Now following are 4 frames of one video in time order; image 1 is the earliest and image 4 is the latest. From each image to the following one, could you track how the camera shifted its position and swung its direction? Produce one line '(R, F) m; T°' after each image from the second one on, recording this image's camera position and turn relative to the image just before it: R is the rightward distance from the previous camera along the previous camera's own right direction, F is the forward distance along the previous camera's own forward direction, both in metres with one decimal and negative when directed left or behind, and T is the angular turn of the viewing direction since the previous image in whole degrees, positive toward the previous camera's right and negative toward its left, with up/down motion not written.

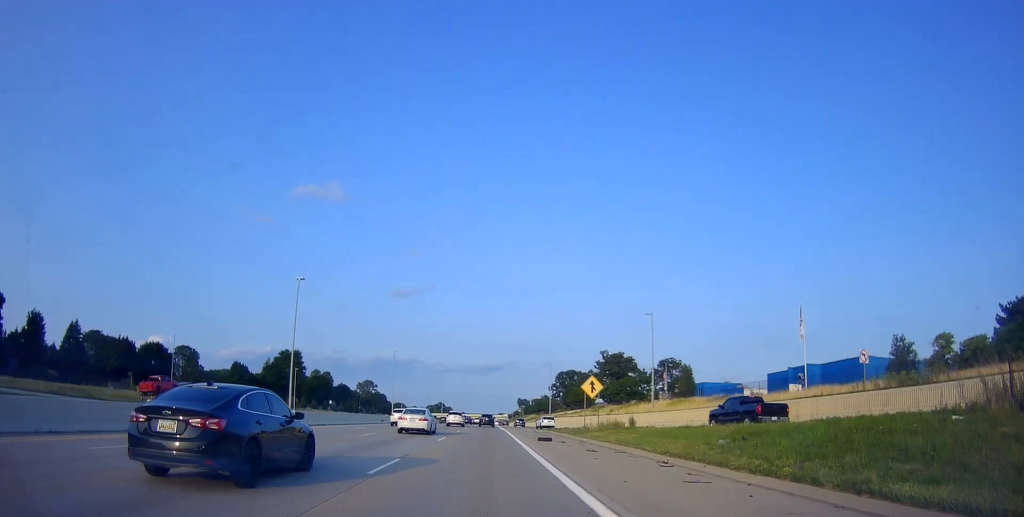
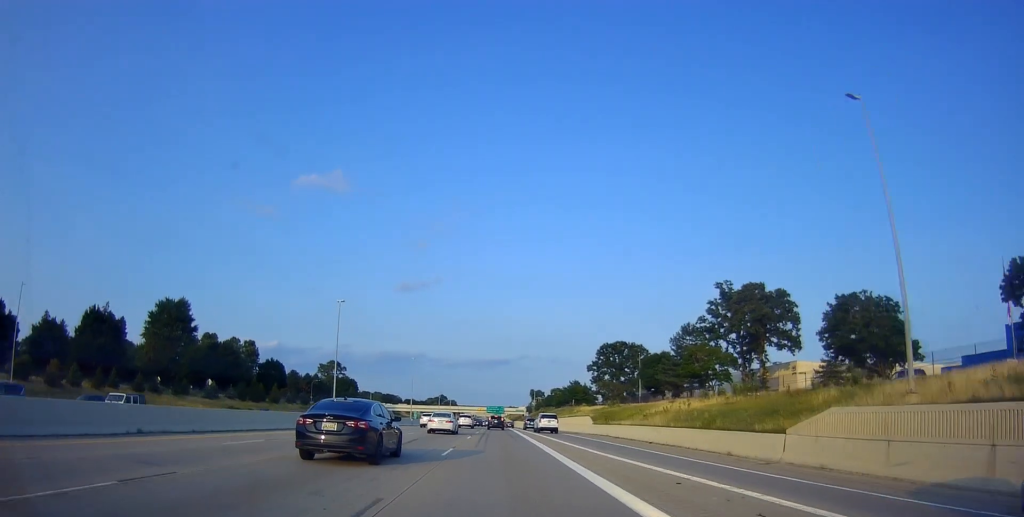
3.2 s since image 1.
(-0.1, +101.1) m; 0°
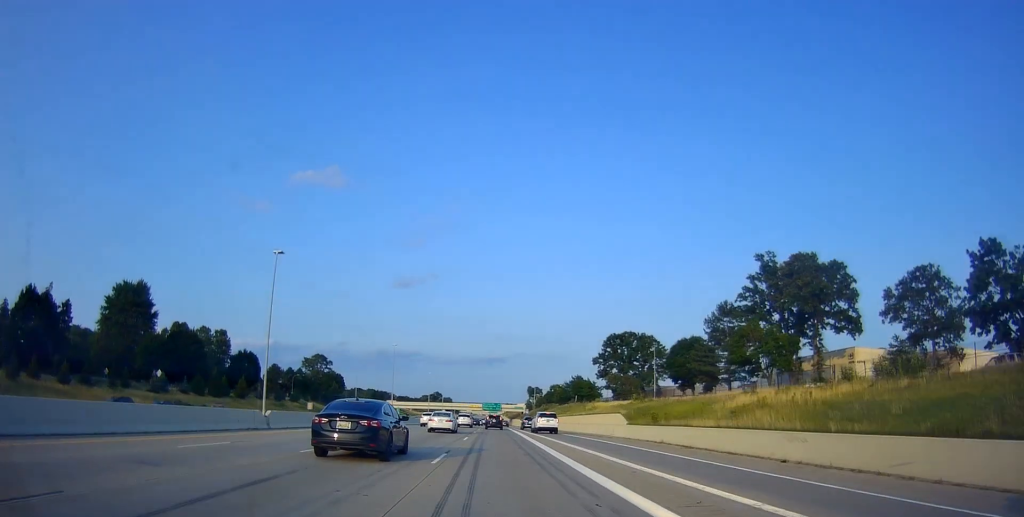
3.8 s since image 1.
(0.0, +18.6) m; -1°
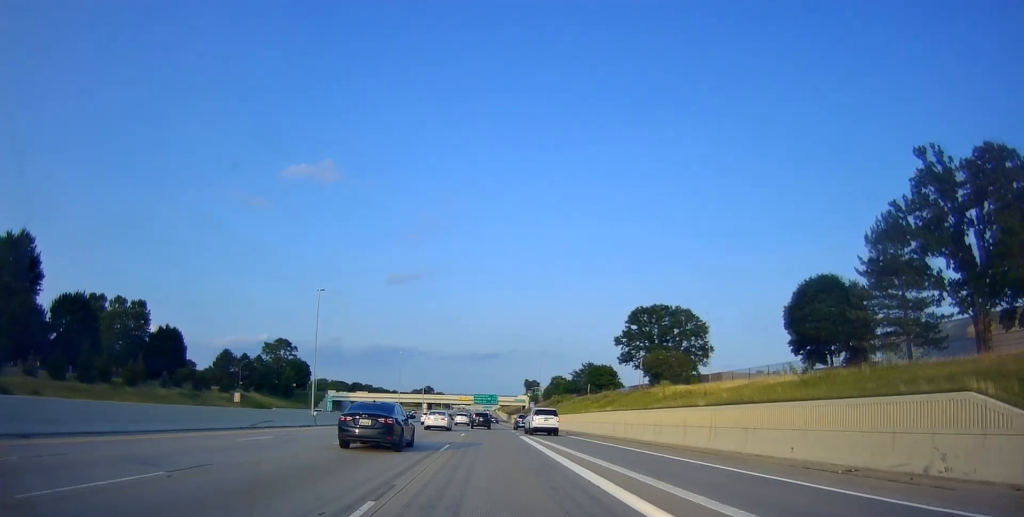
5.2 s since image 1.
(-0.6, +41.9) m; 0°
